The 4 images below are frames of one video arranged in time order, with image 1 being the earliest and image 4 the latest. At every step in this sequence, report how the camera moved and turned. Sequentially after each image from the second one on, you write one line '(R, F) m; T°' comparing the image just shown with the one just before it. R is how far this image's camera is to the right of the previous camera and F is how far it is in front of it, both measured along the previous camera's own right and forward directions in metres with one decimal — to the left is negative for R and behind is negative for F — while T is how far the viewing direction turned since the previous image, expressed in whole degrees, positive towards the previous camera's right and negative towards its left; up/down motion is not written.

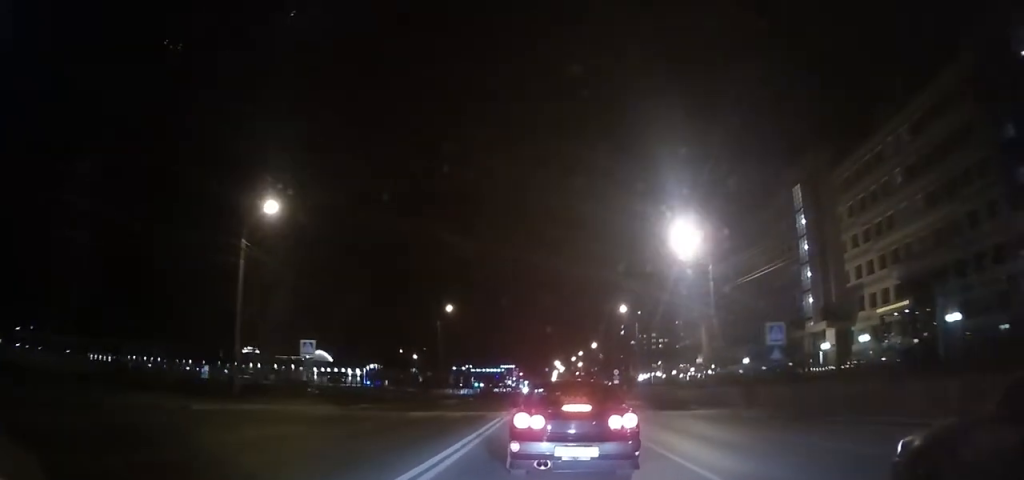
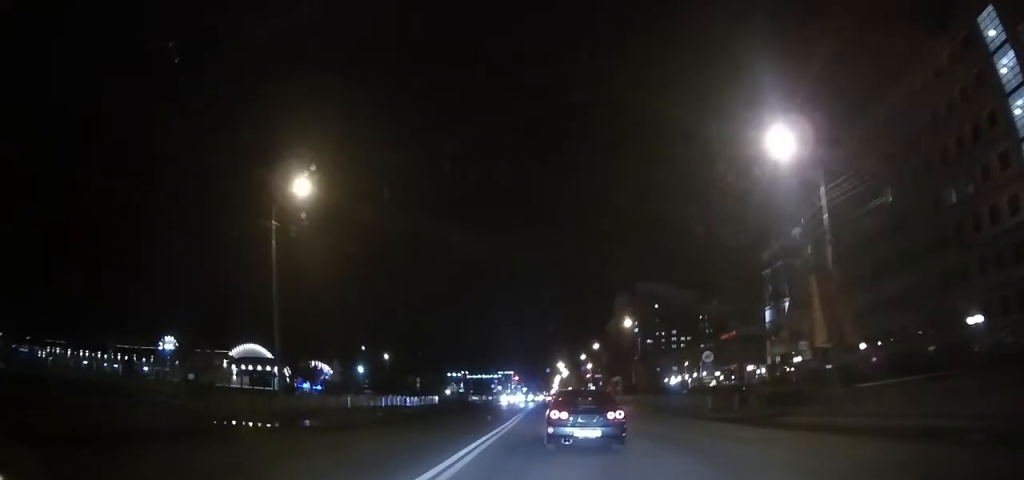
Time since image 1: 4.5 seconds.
(+2.0, +58.8) m; +3°
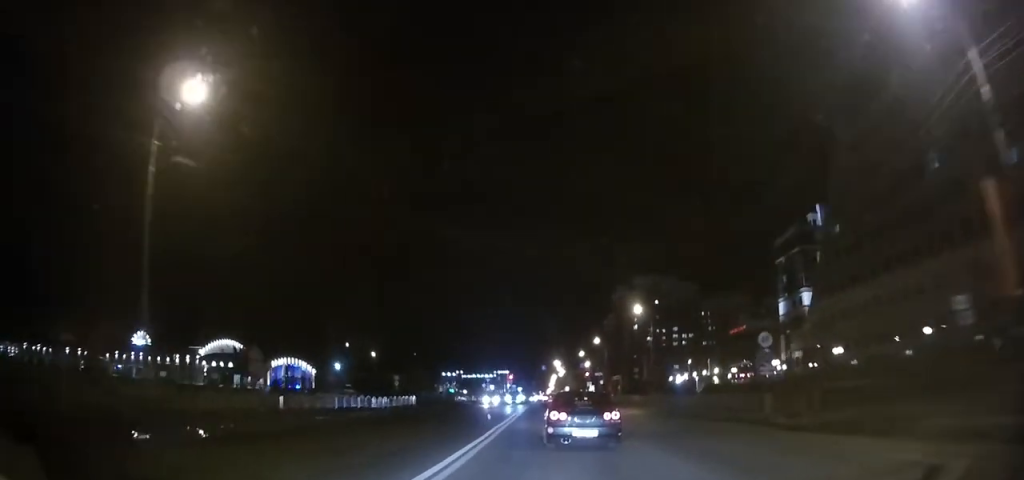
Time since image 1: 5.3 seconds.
(0.0, +7.1) m; 0°
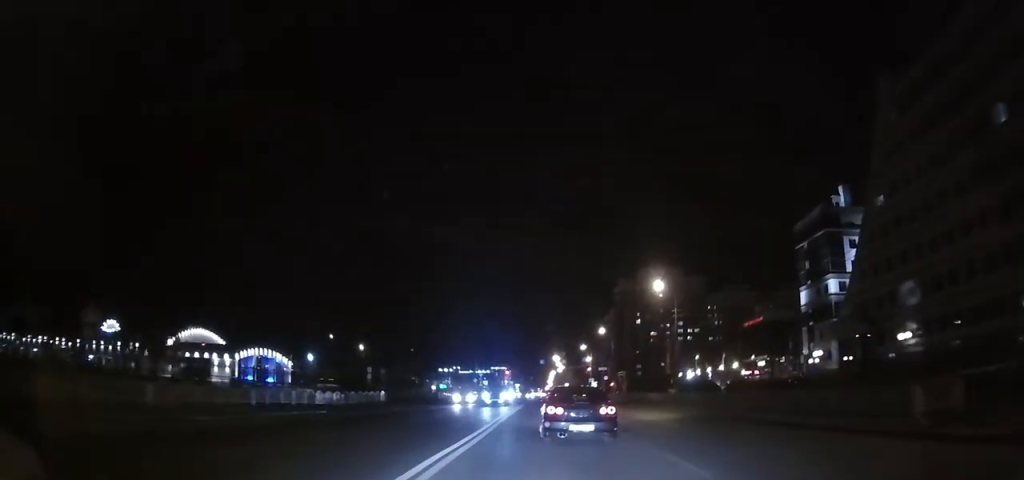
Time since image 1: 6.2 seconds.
(0.0, +8.4) m; 0°
